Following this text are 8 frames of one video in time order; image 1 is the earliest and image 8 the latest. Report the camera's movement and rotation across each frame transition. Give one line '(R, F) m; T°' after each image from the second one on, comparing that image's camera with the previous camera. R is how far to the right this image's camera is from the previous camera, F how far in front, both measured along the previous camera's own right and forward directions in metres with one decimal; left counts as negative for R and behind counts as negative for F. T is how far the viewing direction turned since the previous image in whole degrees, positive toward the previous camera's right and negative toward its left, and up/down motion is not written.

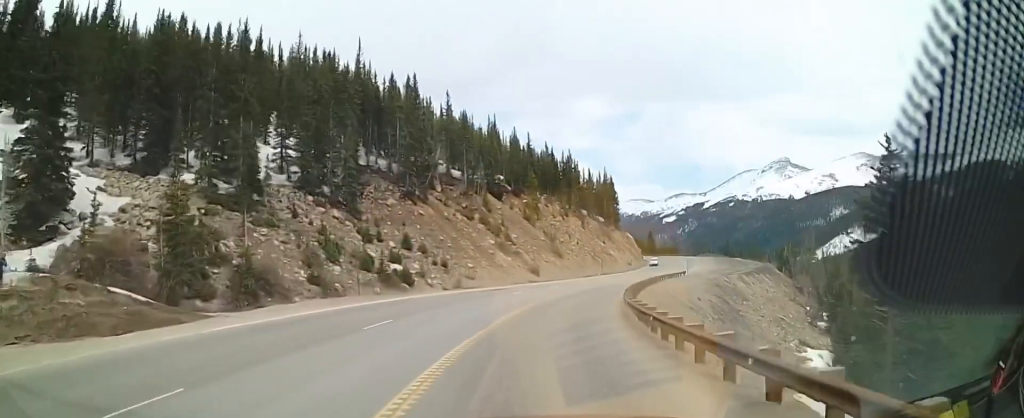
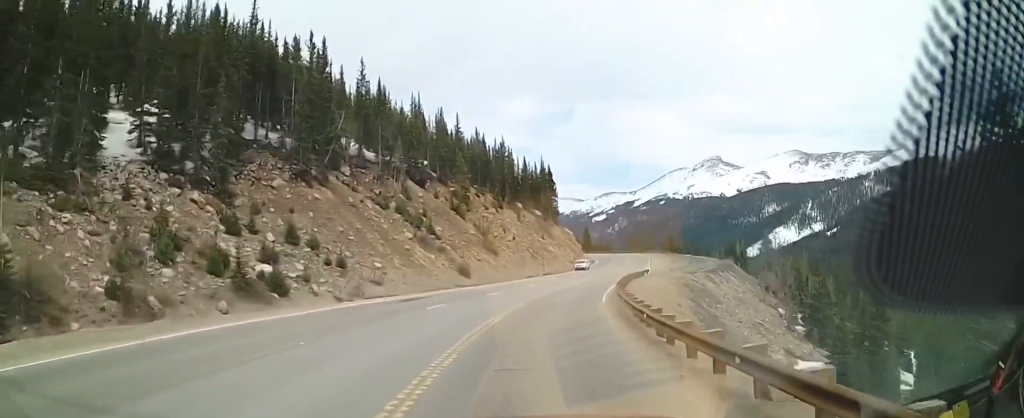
(+1.2, +16.9) m; +6°
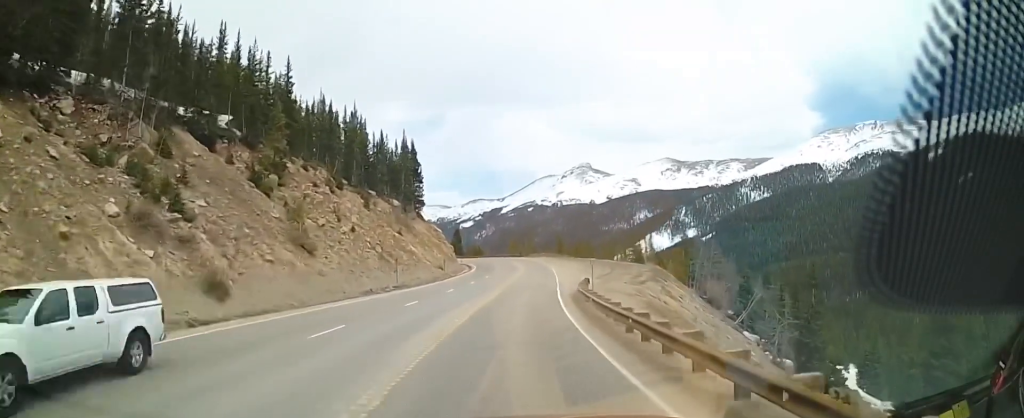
(+2.8, +34.2) m; +9°
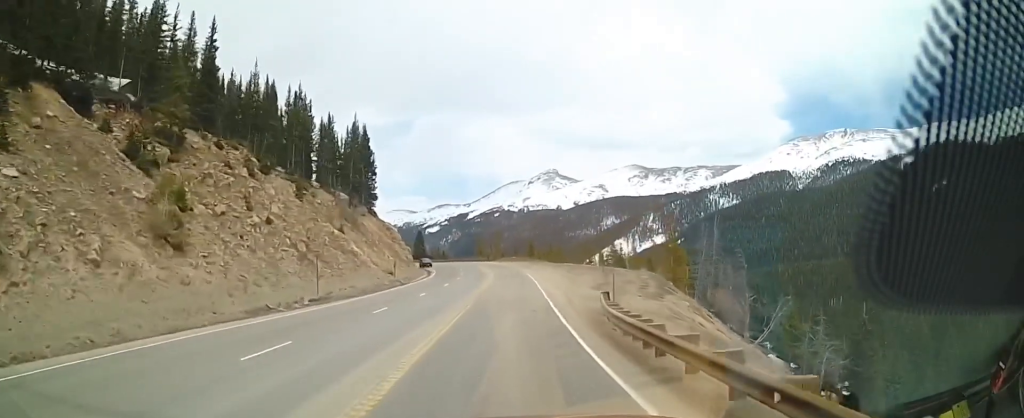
(+0.5, +15.7) m; +4°
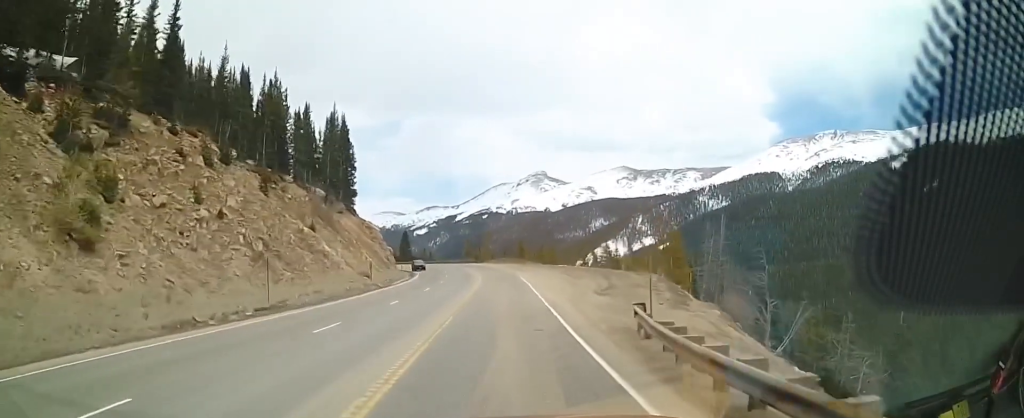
(+0.1, +7.0) m; +1°
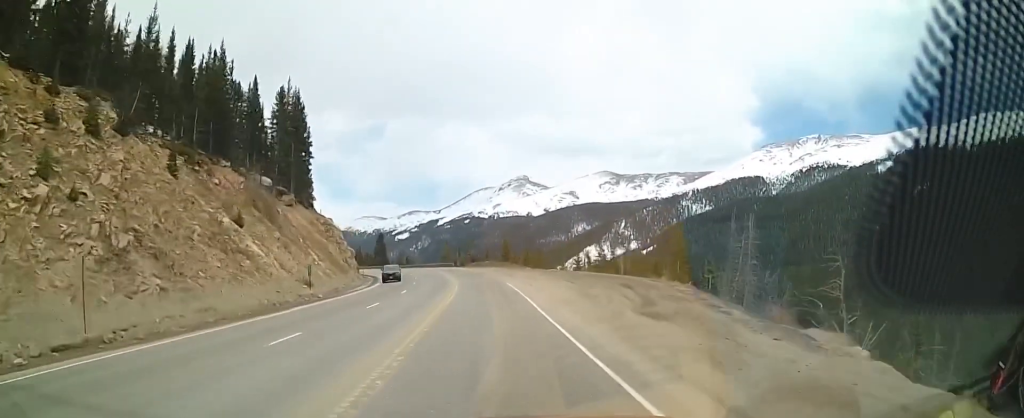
(+0.3, +14.6) m; +1°
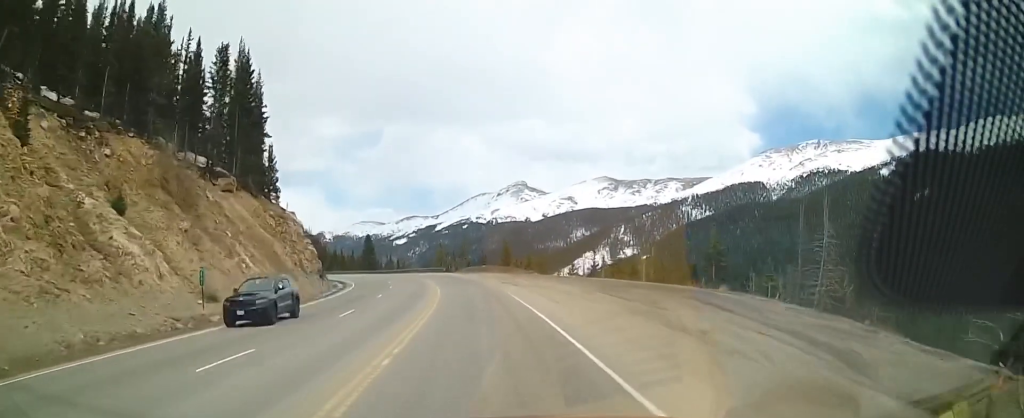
(-0.1, +16.9) m; 0°
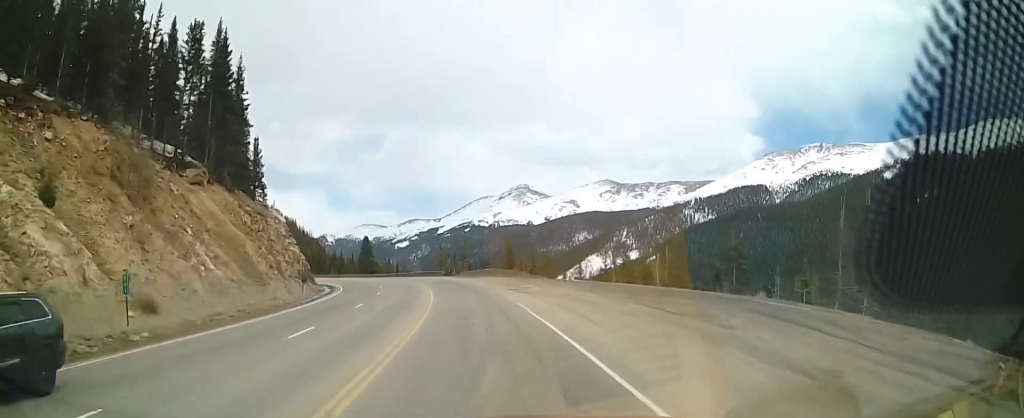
(+0.1, +6.6) m; 0°
